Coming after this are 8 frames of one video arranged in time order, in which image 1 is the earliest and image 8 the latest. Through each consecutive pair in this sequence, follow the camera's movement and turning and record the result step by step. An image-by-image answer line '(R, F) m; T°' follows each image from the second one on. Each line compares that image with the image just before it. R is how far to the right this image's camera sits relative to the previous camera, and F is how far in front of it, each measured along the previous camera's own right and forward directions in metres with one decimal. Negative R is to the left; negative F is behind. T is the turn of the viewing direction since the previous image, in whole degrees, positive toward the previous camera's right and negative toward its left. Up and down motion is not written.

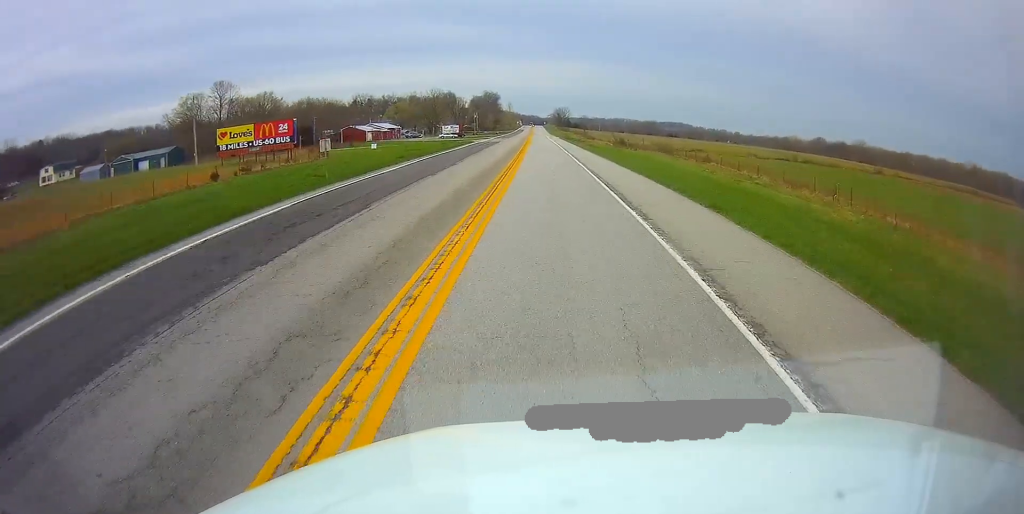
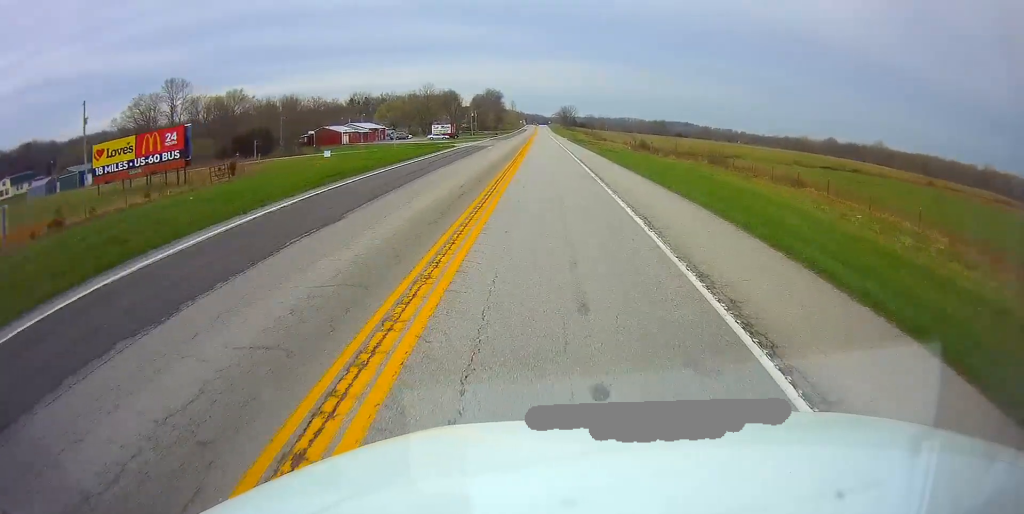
(0.0, +20.8) m; 0°
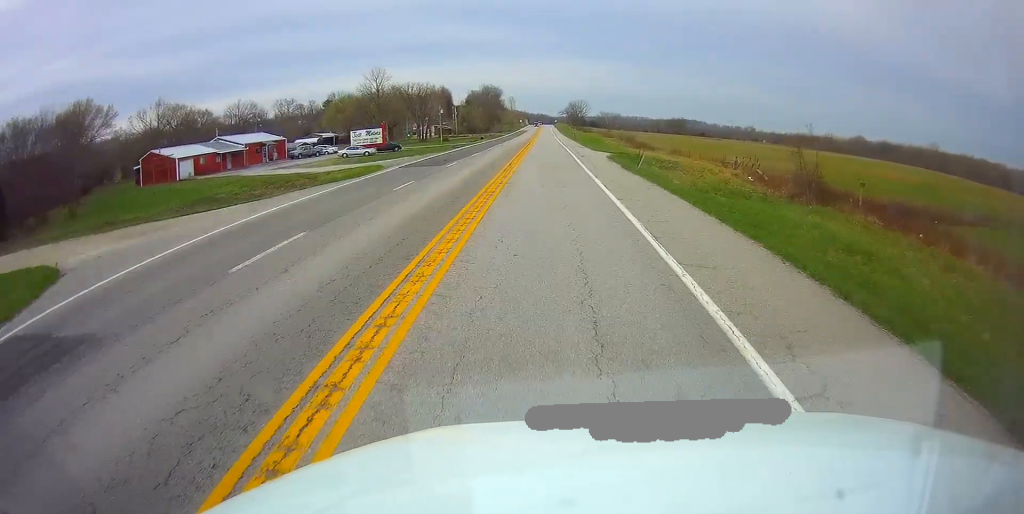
(-1.1, +61.4) m; -1°
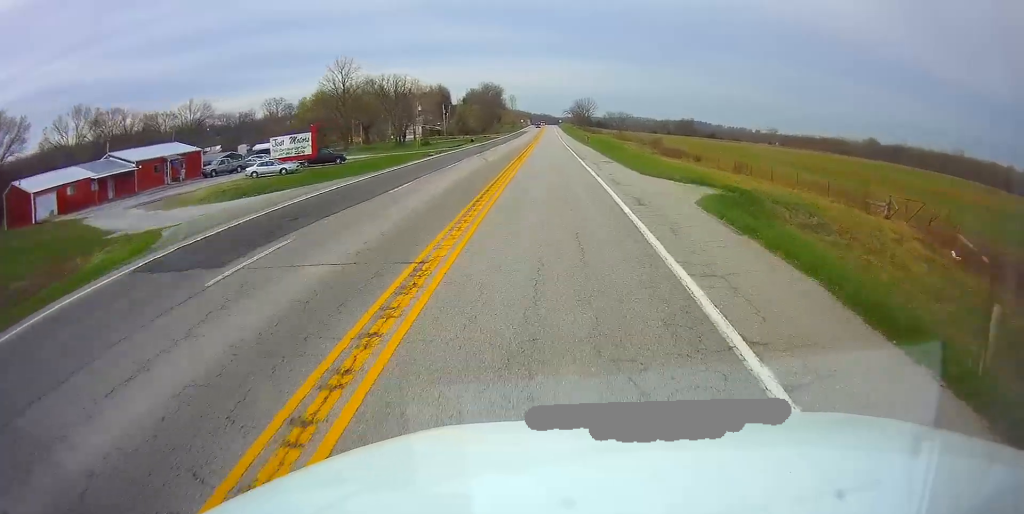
(+0.6, +24.9) m; 0°
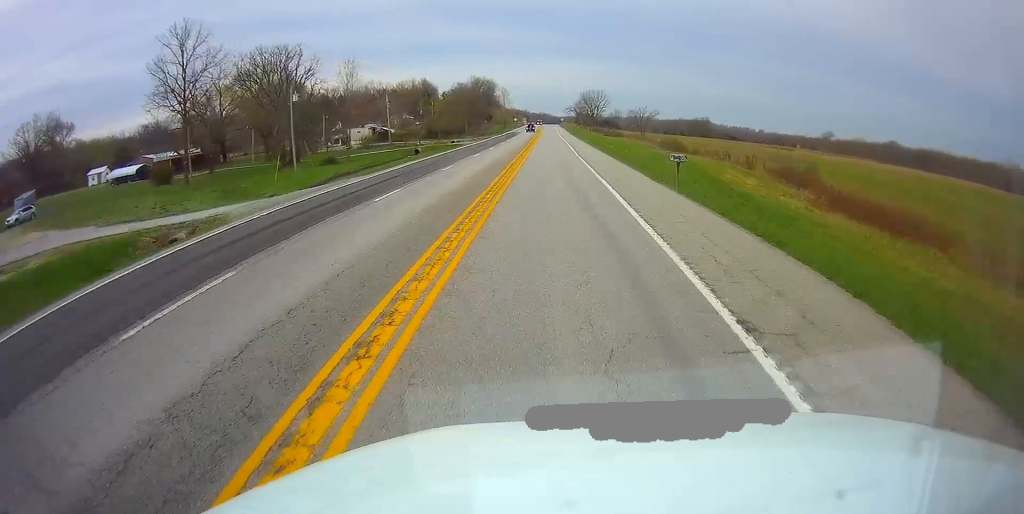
(-0.3, +50.9) m; 0°
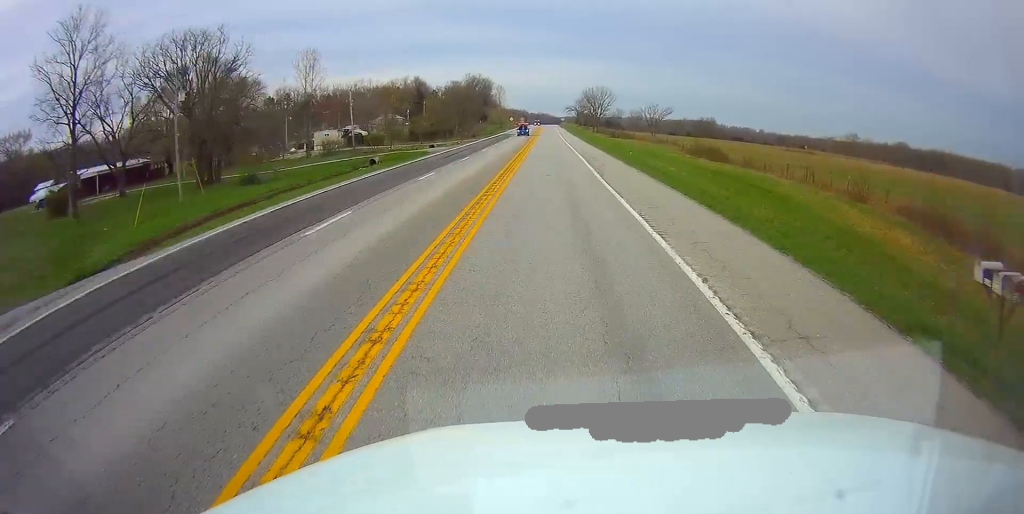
(+0.1, +17.7) m; 0°
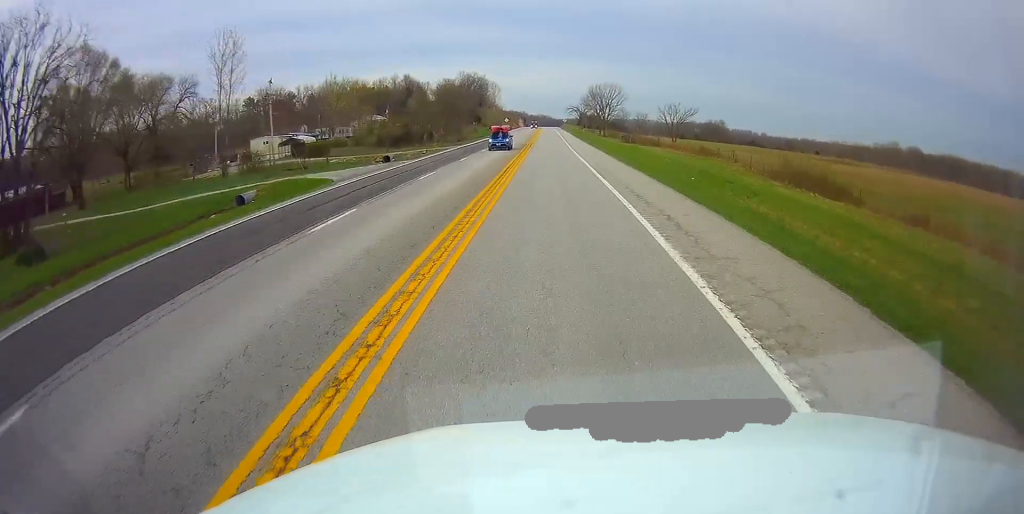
(-0.5, +23.9) m; -1°
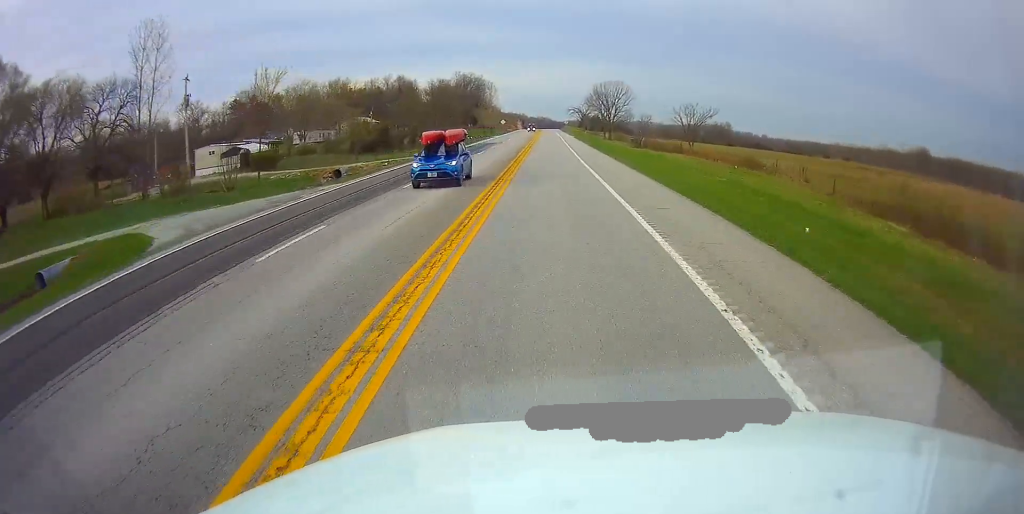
(0.0, +14.5) m; +1°
